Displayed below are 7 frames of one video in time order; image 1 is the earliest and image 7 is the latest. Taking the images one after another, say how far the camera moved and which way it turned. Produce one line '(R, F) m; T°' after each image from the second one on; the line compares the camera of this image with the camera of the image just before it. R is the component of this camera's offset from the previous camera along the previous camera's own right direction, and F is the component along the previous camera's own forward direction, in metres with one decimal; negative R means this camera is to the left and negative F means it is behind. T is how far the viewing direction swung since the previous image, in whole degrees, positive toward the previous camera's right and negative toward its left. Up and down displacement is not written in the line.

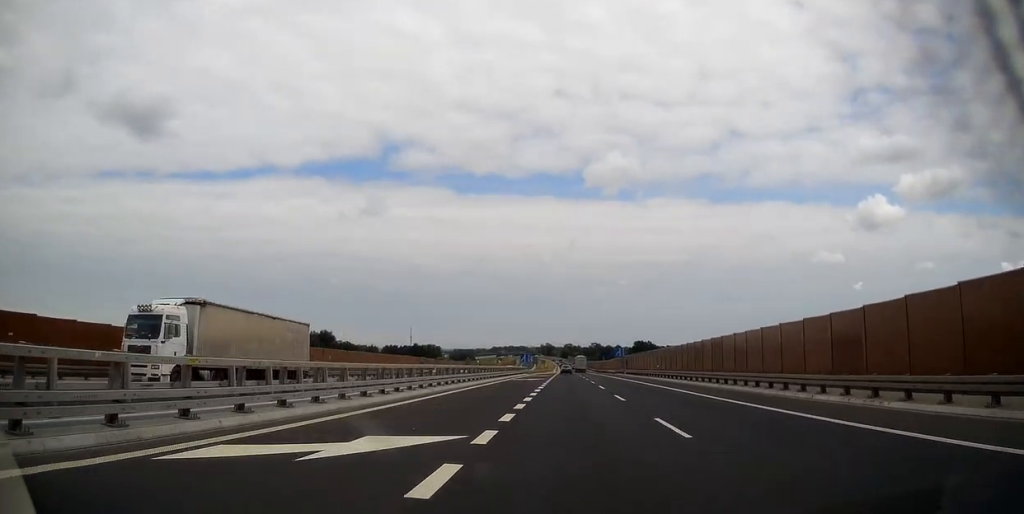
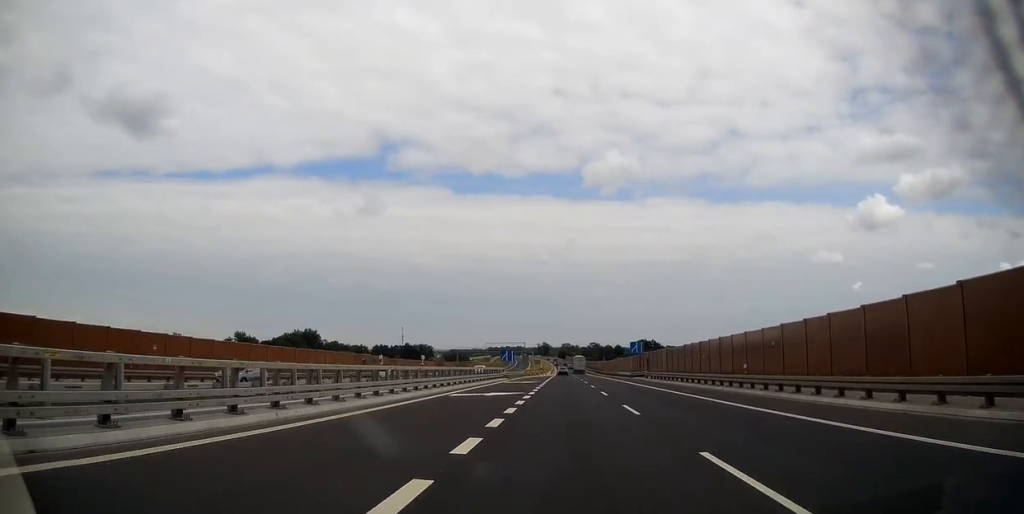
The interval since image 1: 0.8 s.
(+0.1, +30.2) m; 0°
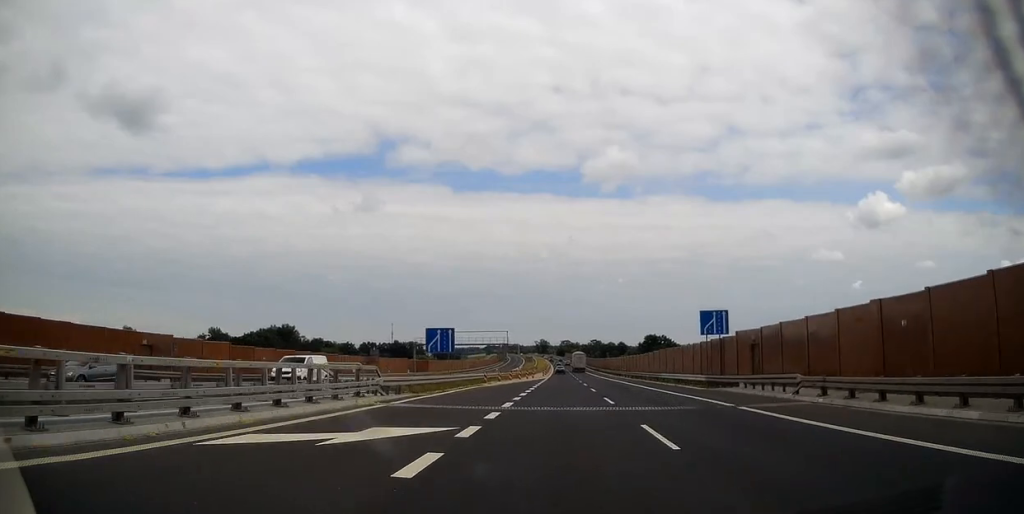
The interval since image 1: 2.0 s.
(-0.3, +43.8) m; 0°
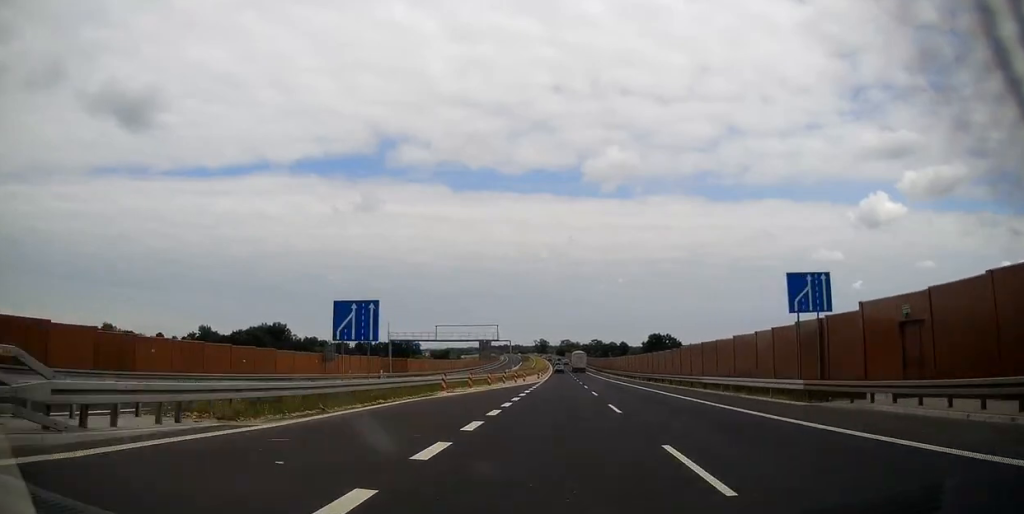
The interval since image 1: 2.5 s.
(+0.1, +15.9) m; 0°
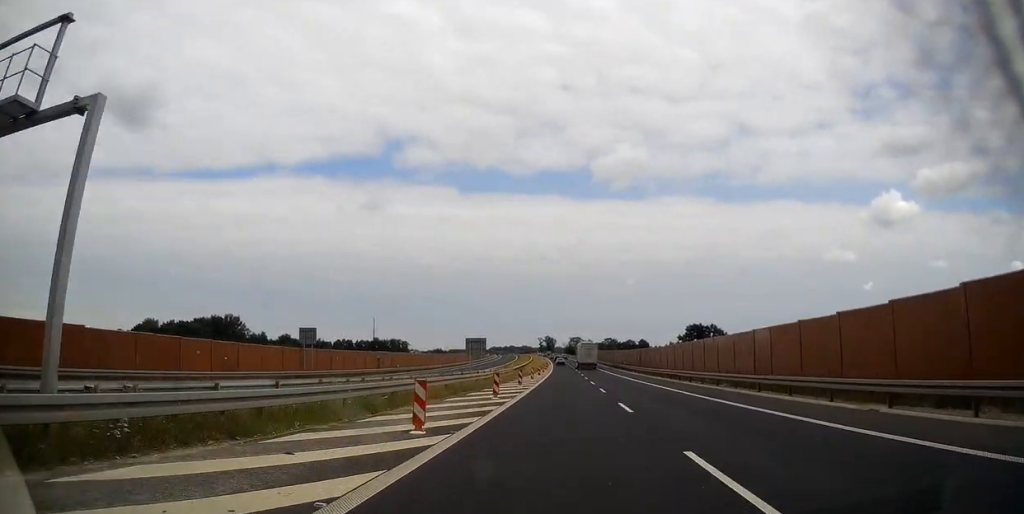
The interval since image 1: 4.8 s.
(-0.3, +85.6) m; -1°
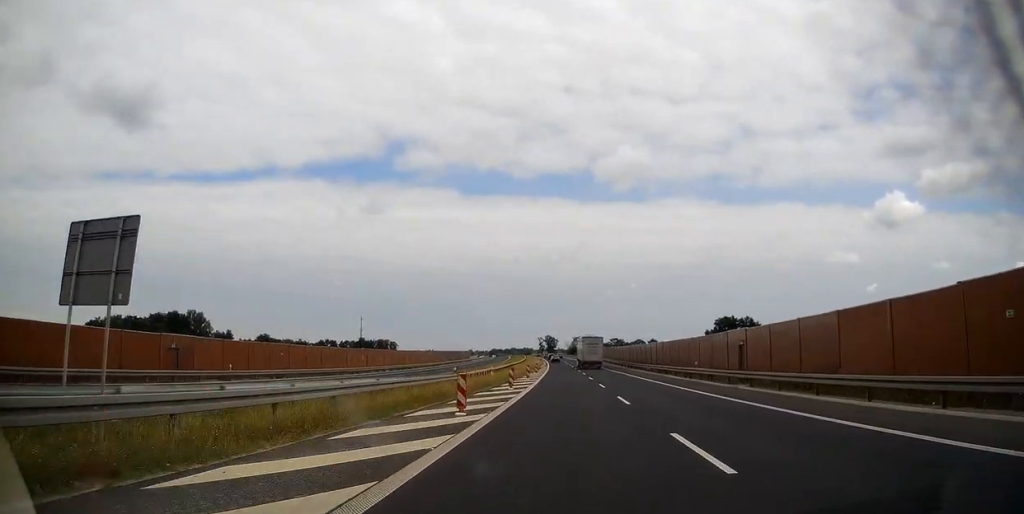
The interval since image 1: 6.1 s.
(-0.1, +46.3) m; 0°
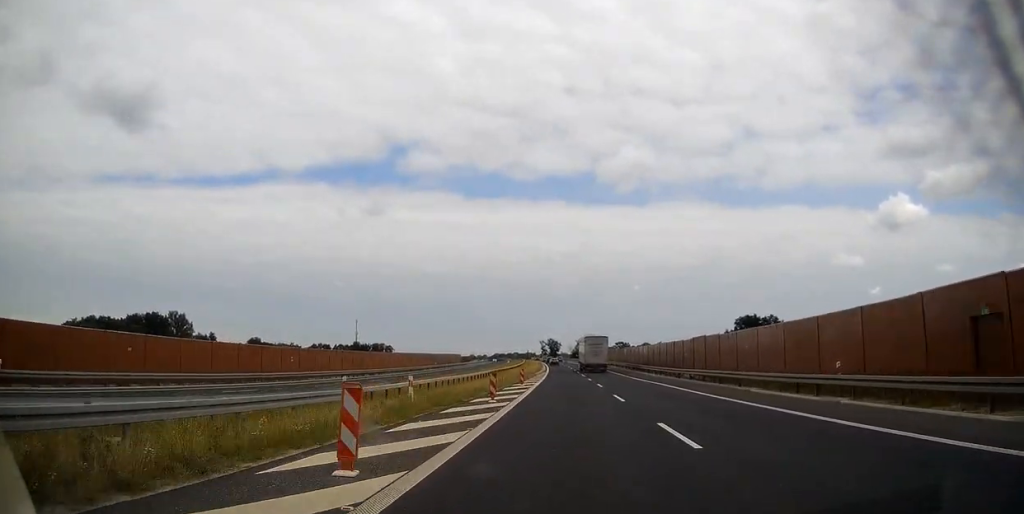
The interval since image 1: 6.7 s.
(0.0, +21.8) m; 0°
